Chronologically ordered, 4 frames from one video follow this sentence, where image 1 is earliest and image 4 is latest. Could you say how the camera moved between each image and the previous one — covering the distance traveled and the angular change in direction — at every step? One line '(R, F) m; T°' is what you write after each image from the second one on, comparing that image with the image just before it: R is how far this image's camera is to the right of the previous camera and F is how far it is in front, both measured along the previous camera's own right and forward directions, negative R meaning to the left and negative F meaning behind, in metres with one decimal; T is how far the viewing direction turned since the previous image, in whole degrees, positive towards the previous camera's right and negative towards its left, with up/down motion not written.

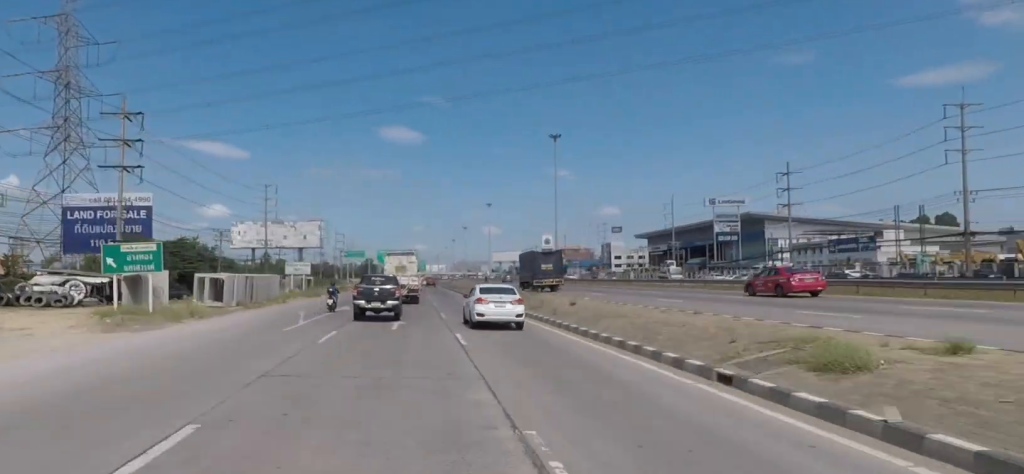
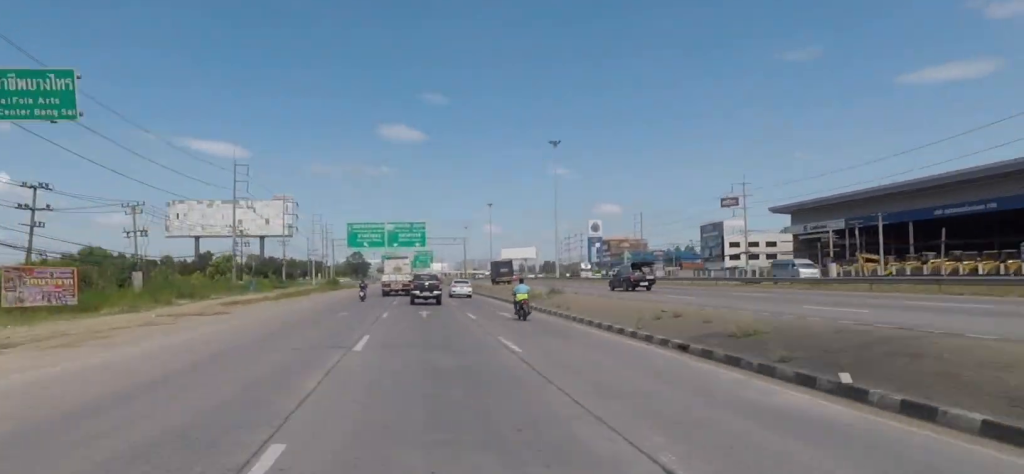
(-1.6, +97.5) m; -2°
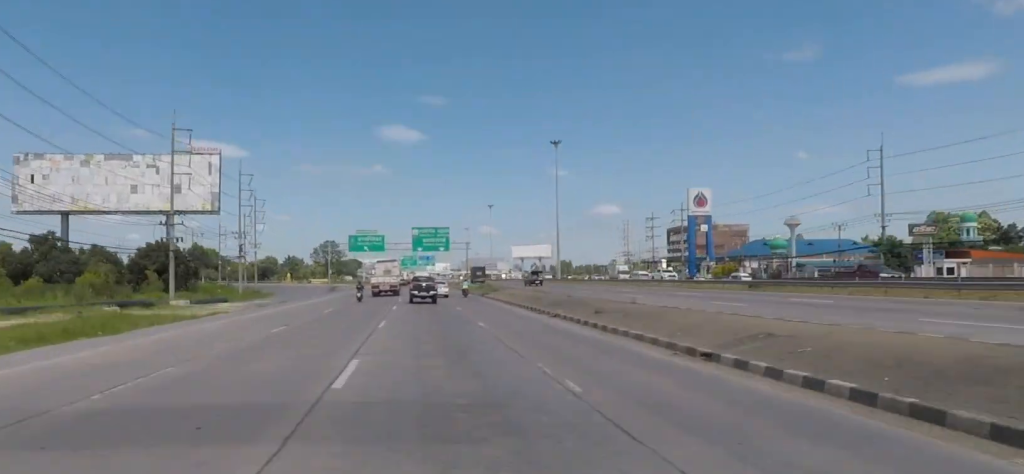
(-0.7, +98.3) m; +1°
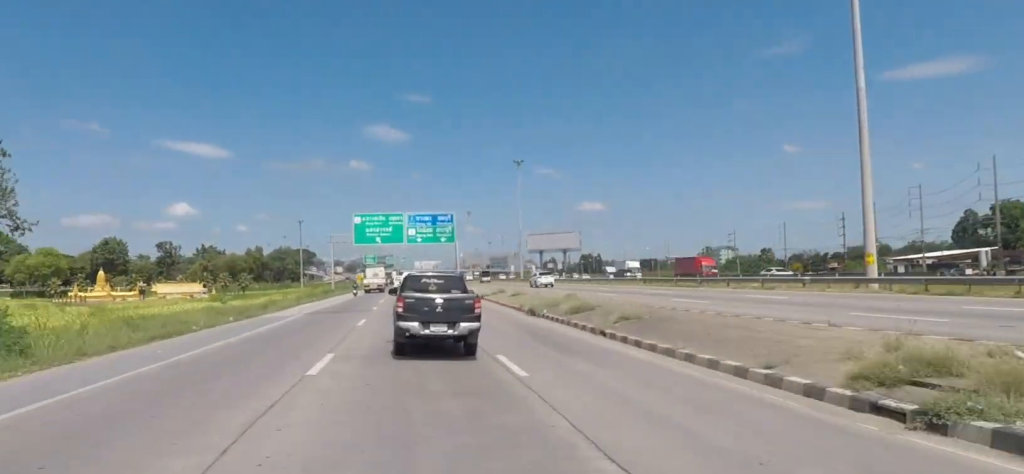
(+6.5, +179.5) m; +2°
